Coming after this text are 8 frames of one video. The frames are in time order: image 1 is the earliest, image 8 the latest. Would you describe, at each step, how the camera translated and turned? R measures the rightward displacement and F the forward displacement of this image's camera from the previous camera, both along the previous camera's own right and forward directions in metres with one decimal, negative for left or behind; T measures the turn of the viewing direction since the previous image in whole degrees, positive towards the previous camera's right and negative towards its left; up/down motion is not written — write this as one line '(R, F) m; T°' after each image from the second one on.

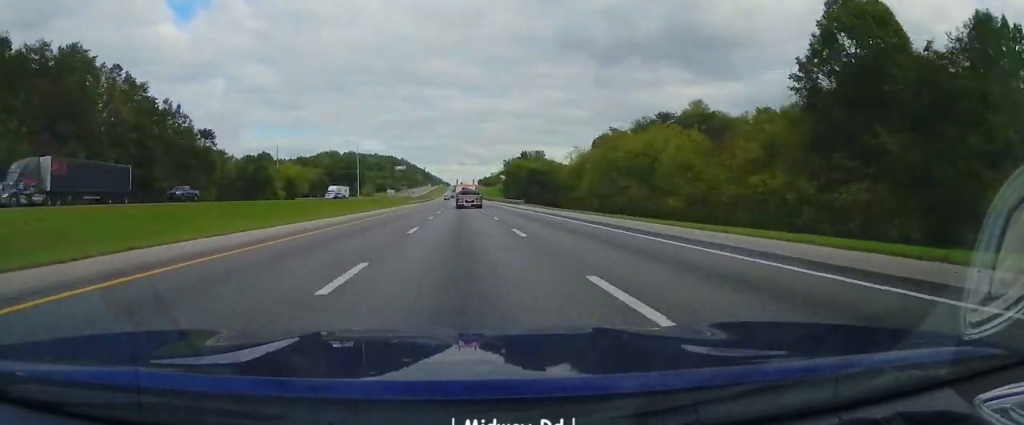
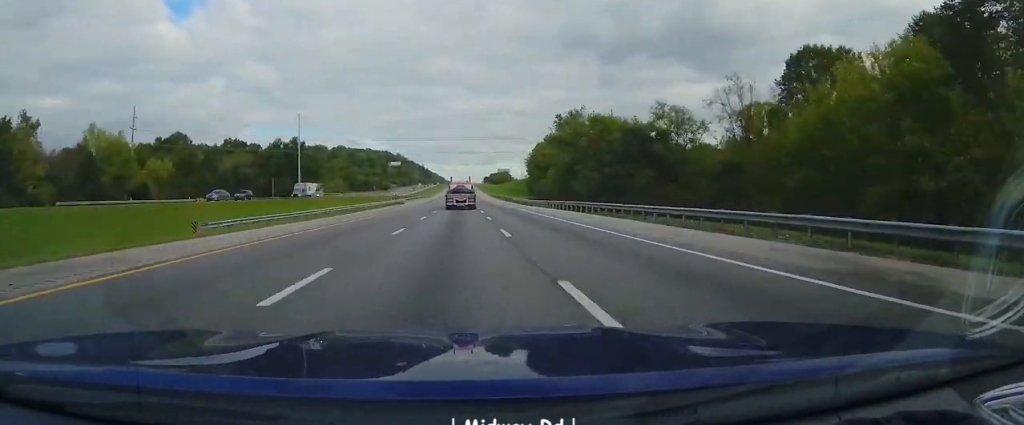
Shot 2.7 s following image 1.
(+0.1, +97.2) m; 0°
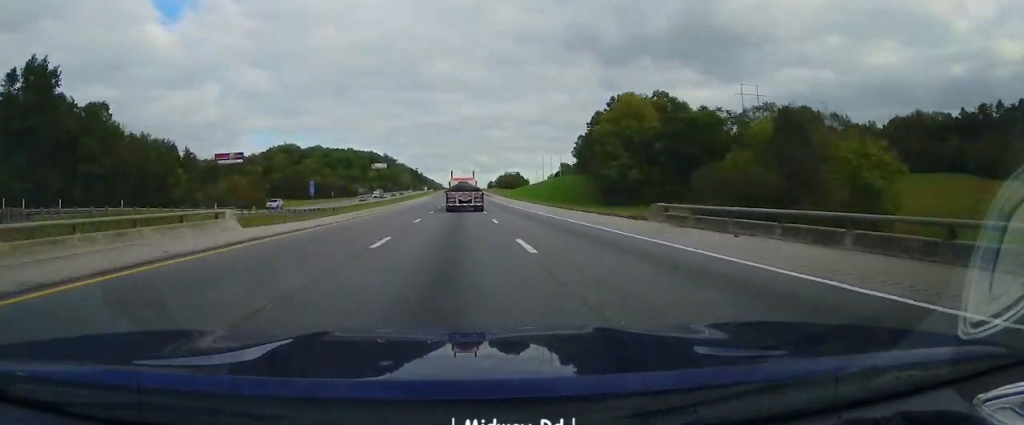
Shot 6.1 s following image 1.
(0.0, +126.1) m; 0°
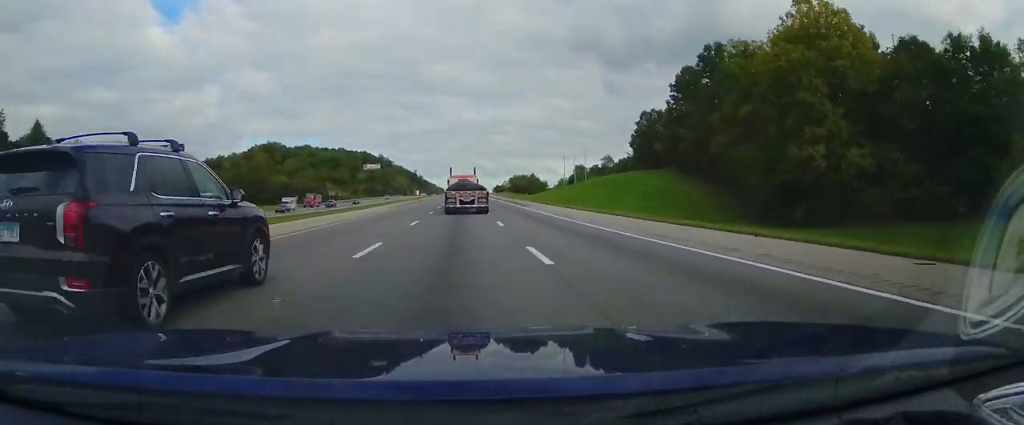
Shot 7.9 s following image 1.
(+0.2, +63.2) m; 0°
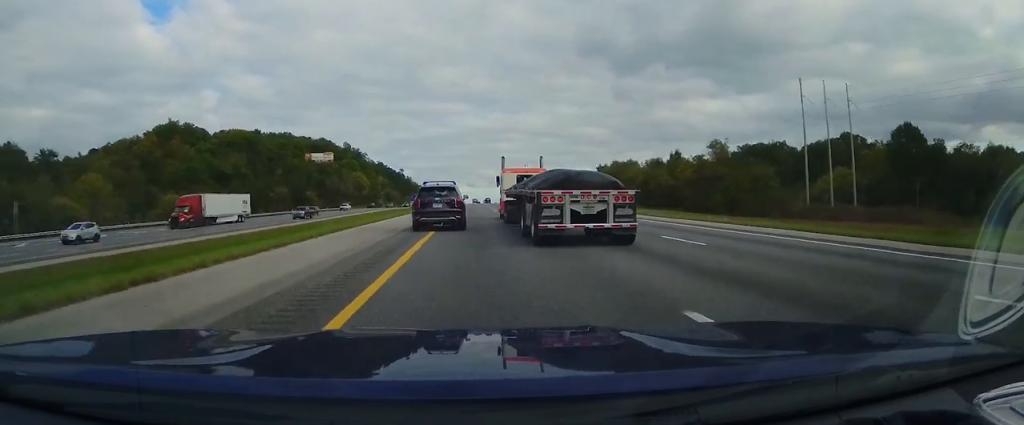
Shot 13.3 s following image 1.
(-1.4, +200.9) m; +1°
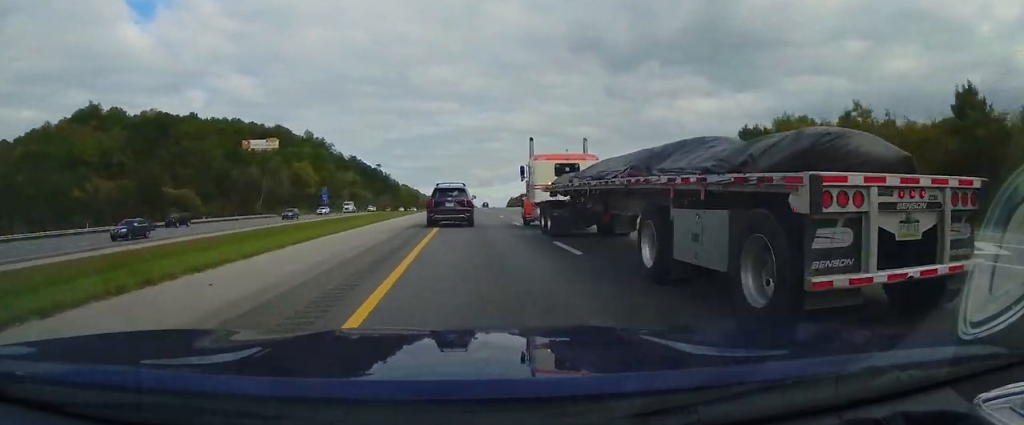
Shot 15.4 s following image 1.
(+1.5, +74.2) m; +1°
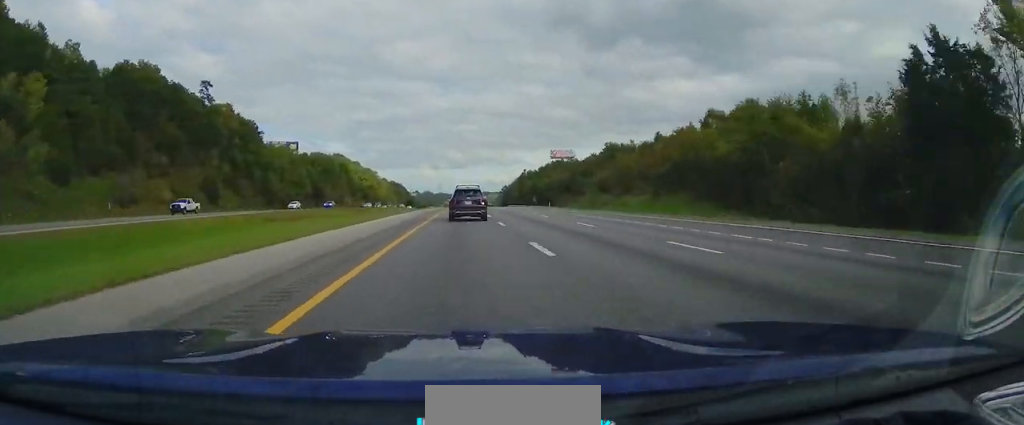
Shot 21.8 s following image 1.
(+4.7, +236.3) m; +3°
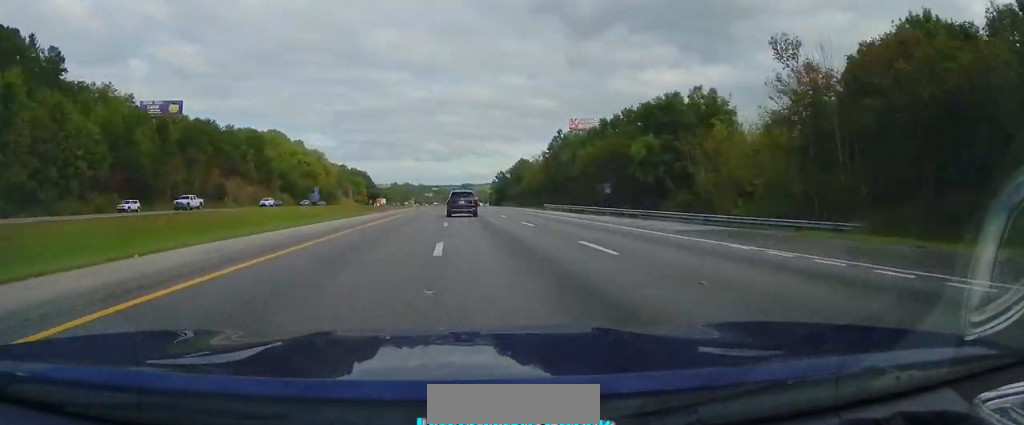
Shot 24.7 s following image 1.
(+1.6, +107.4) m; +1°
